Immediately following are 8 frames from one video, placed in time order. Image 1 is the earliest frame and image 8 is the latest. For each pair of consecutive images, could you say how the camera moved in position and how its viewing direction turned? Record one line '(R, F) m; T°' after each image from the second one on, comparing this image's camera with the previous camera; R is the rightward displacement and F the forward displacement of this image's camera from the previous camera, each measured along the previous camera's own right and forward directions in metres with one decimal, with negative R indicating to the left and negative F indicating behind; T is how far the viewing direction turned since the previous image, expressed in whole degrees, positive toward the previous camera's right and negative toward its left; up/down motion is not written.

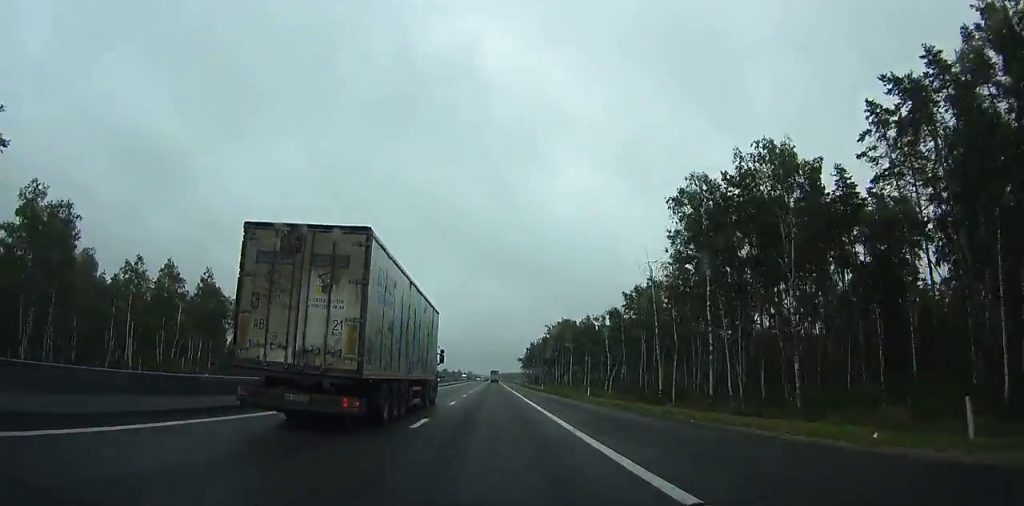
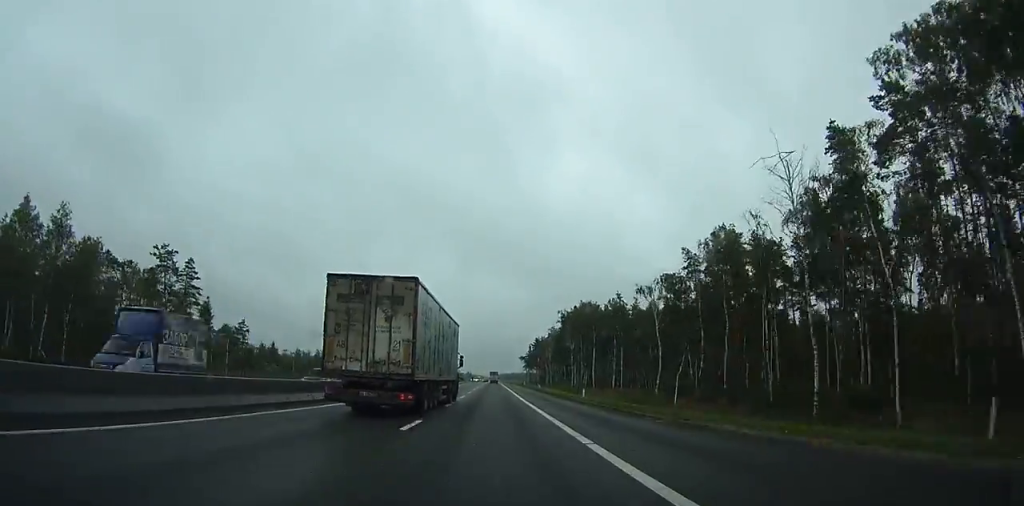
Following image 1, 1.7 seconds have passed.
(+0.1, +35.7) m; 0°
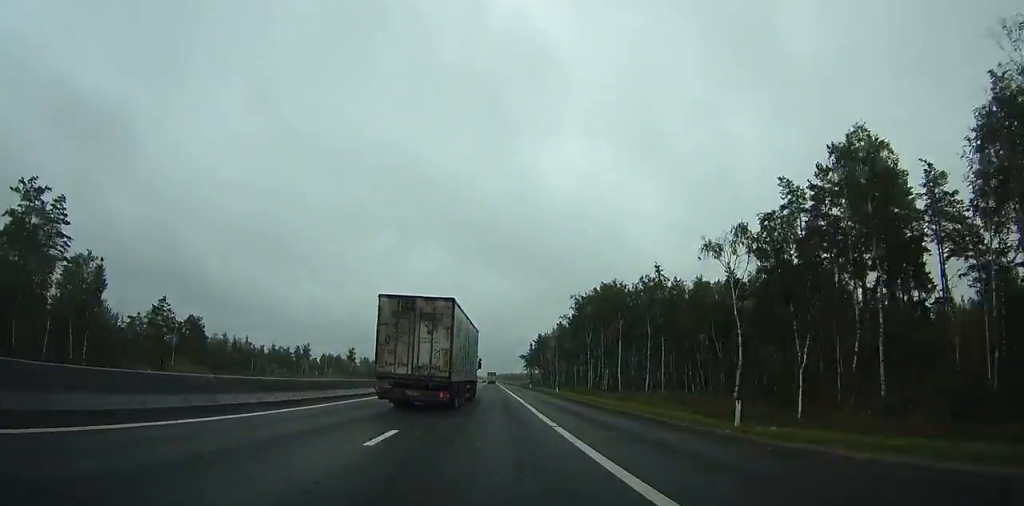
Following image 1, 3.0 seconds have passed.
(+0.1, +26.7) m; 0°
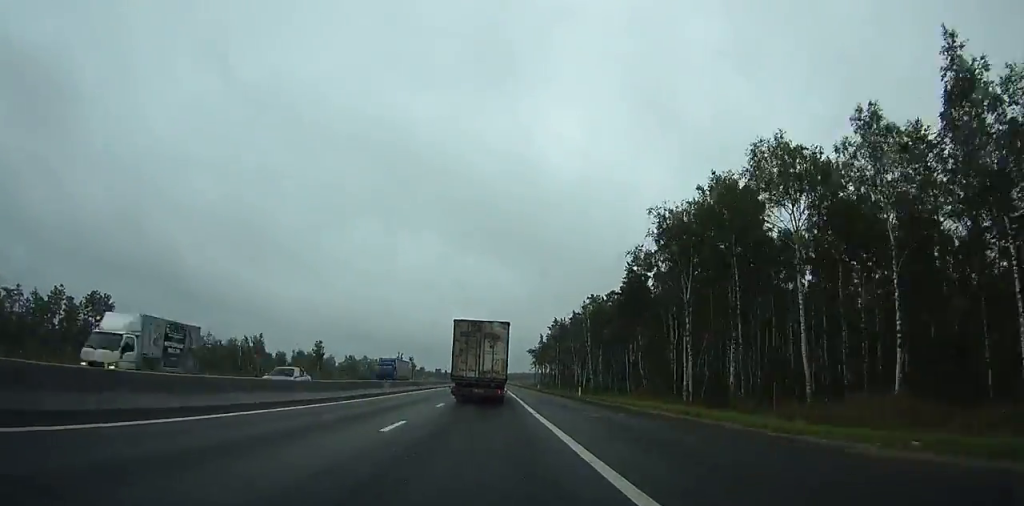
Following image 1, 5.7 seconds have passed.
(-0.1, +57.0) m; 0°
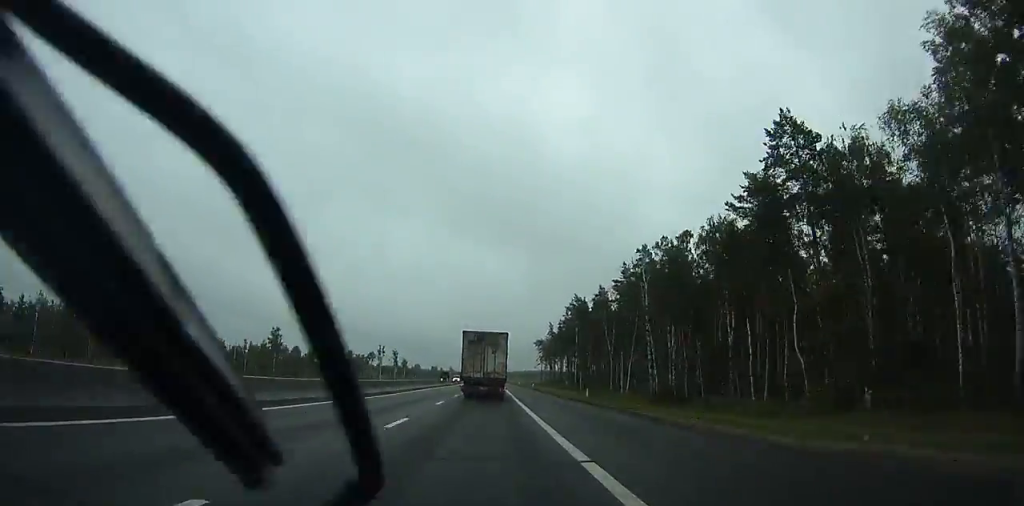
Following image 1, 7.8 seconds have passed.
(+0.1, +46.2) m; 0°
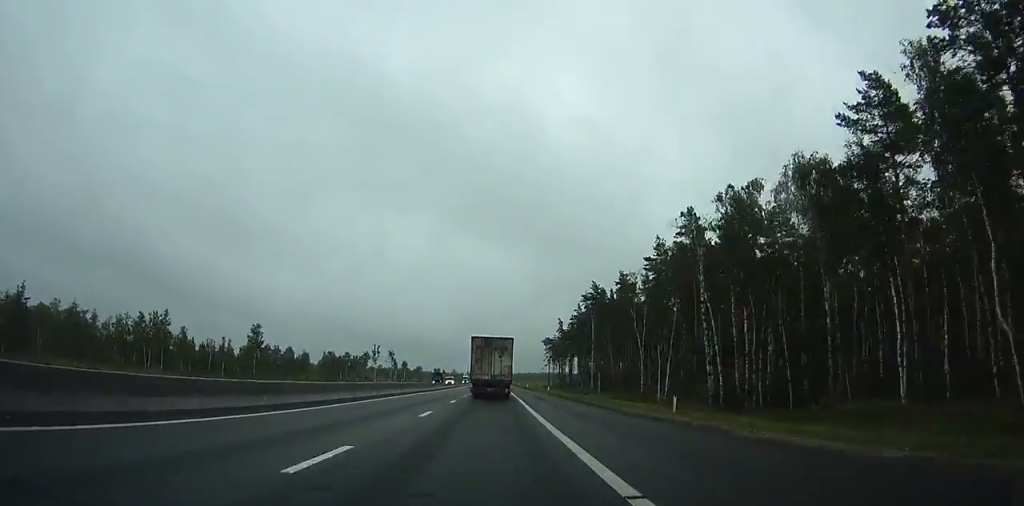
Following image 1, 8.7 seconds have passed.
(-0.1, +18.9) m; 0°
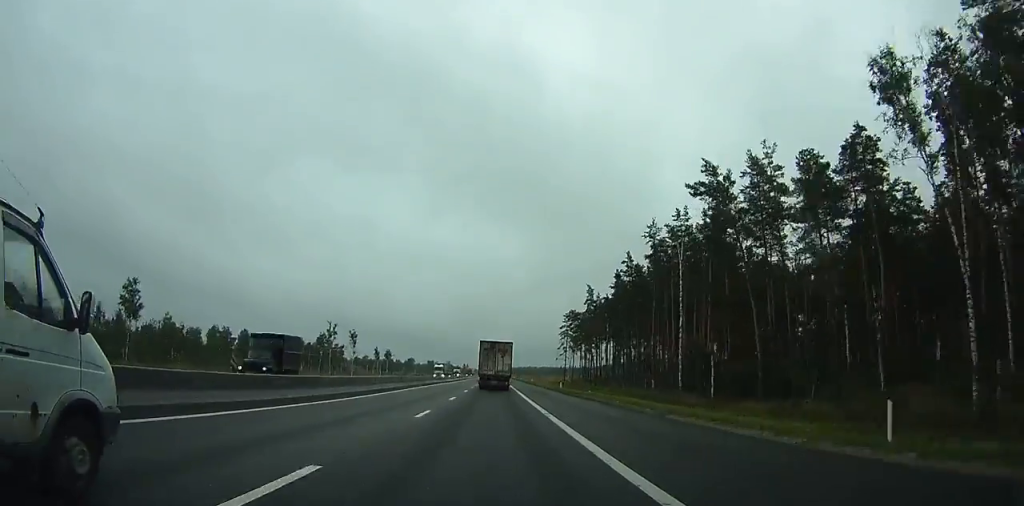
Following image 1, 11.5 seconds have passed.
(-0.2, +62.4) m; 0°
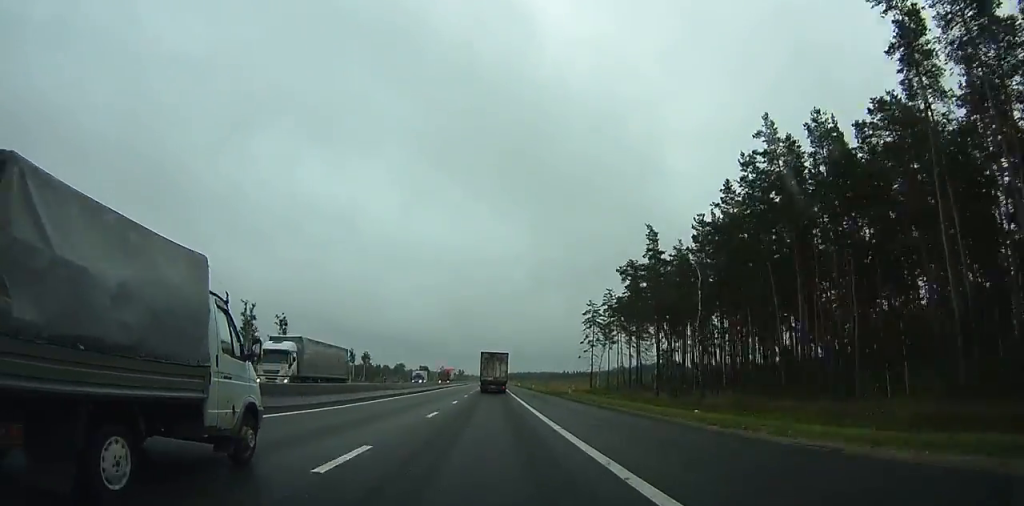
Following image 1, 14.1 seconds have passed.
(+0.4, +56.7) m; +1°
